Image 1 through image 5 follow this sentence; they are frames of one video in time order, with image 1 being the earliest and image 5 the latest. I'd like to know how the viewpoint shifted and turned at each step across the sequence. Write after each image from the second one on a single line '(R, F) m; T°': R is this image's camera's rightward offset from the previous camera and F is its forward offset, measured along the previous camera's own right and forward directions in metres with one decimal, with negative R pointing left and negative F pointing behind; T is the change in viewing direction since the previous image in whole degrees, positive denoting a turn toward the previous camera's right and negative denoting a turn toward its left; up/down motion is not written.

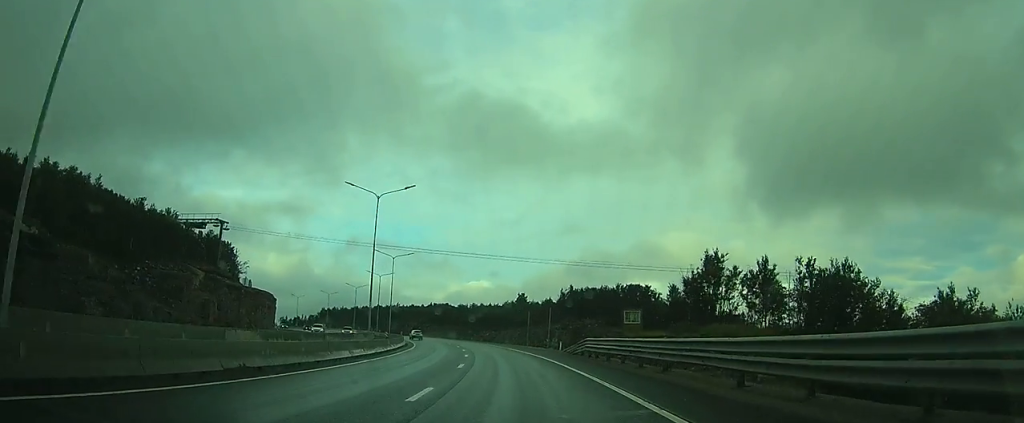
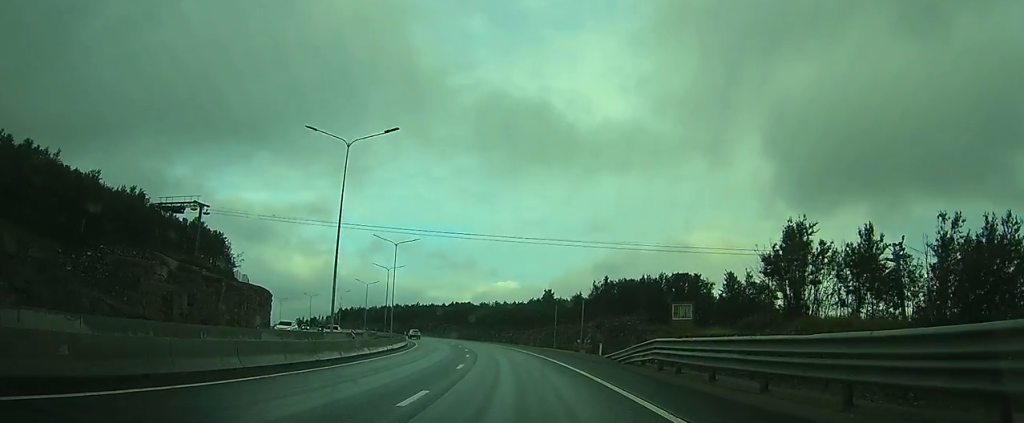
(-0.3, +13.5) m; -3°
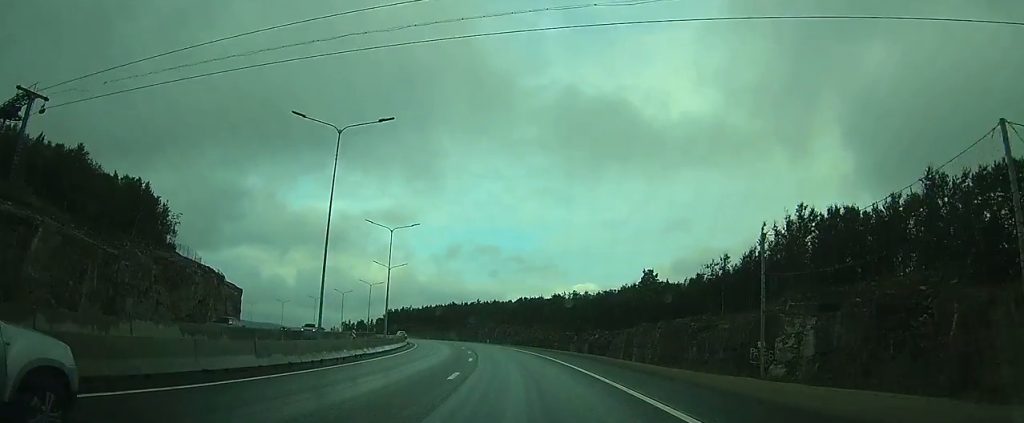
(-3.2, +42.5) m; -8°
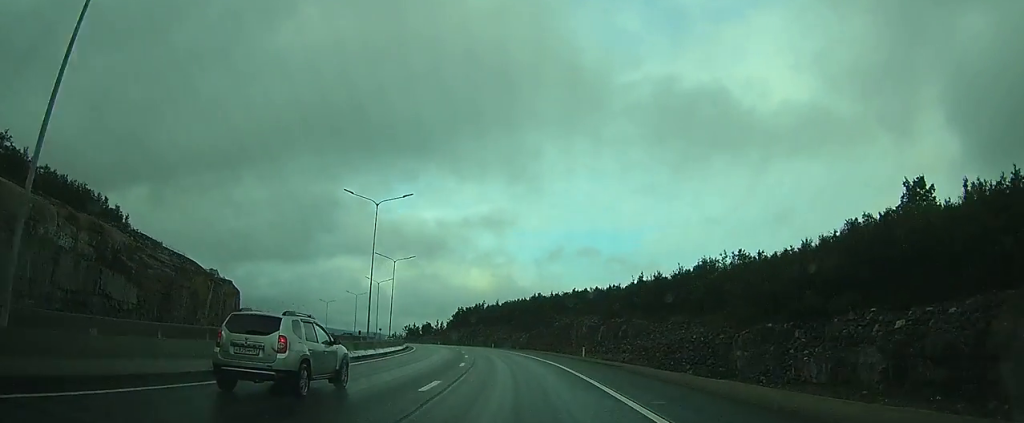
(-4.0, +51.7) m; -8°
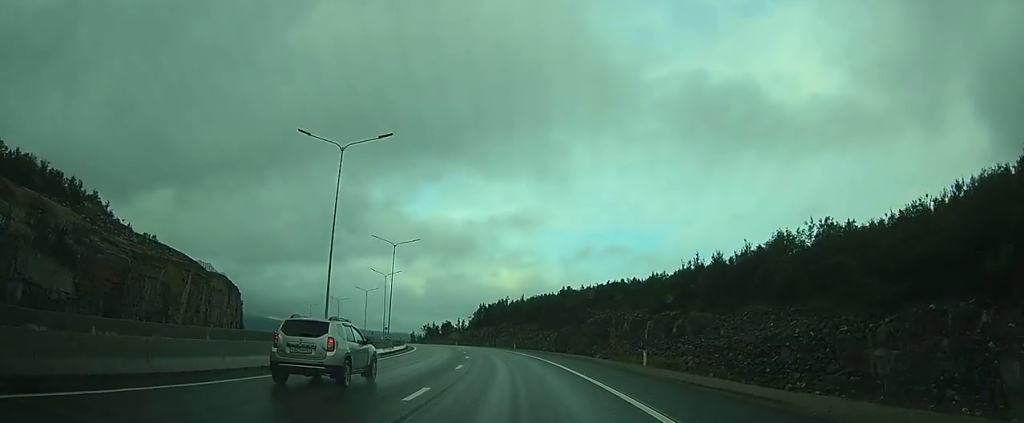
(-0.2, +14.6) m; -3°
